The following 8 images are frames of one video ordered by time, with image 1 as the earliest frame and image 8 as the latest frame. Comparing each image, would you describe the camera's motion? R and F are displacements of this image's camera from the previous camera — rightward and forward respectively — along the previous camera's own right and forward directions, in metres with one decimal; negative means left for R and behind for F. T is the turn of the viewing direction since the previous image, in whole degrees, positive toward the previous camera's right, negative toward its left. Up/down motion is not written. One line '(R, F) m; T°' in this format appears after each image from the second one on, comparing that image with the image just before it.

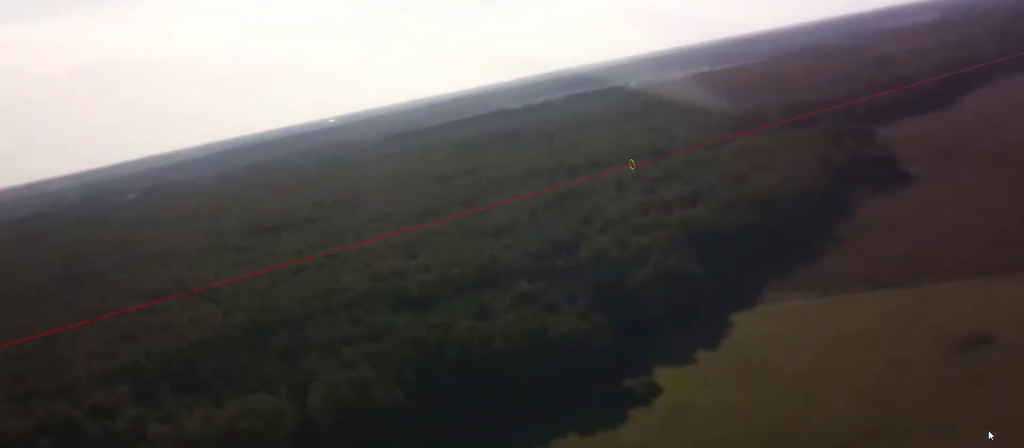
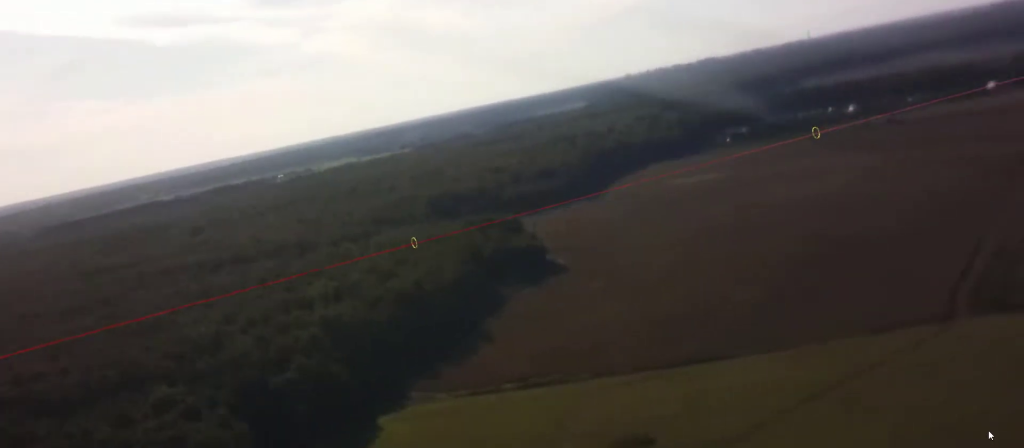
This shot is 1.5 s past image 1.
(+2.4, +21.1) m; +14°
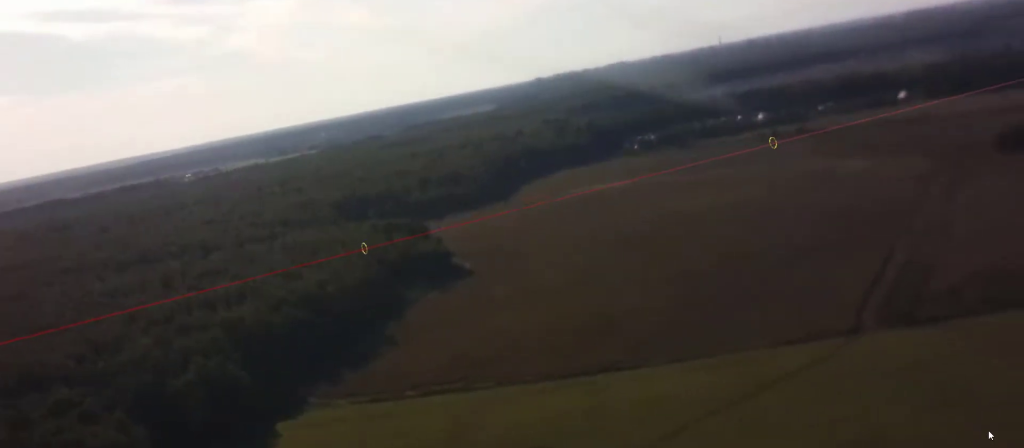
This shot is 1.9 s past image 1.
(+0.3, +6.7) m; +4°
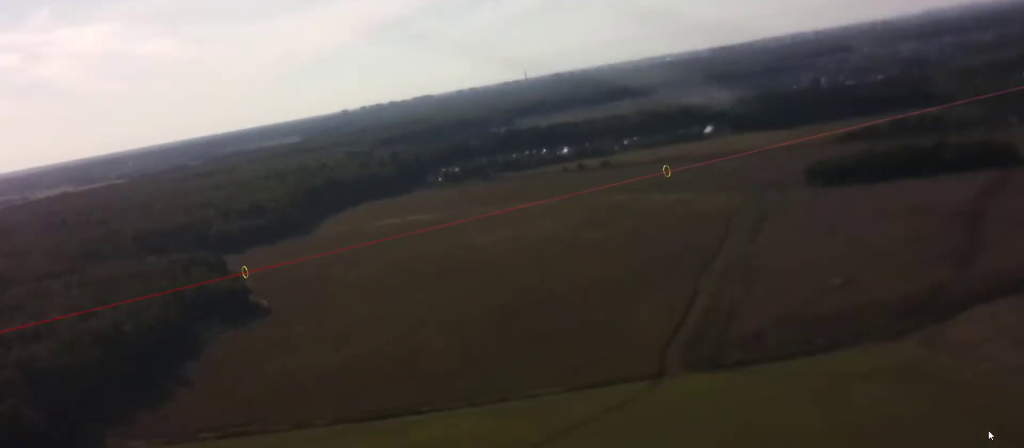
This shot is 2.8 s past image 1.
(+0.7, +12.2) m; +5°
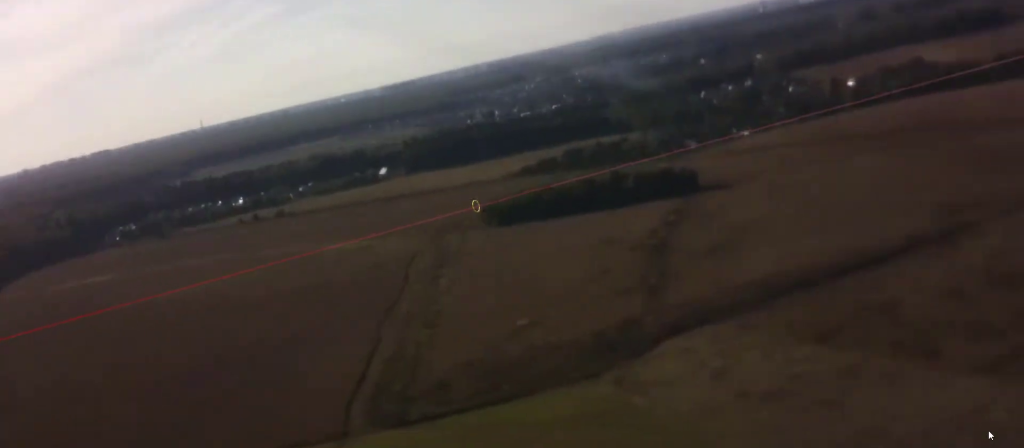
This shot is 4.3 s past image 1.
(+1.7, +20.9) m; +10°
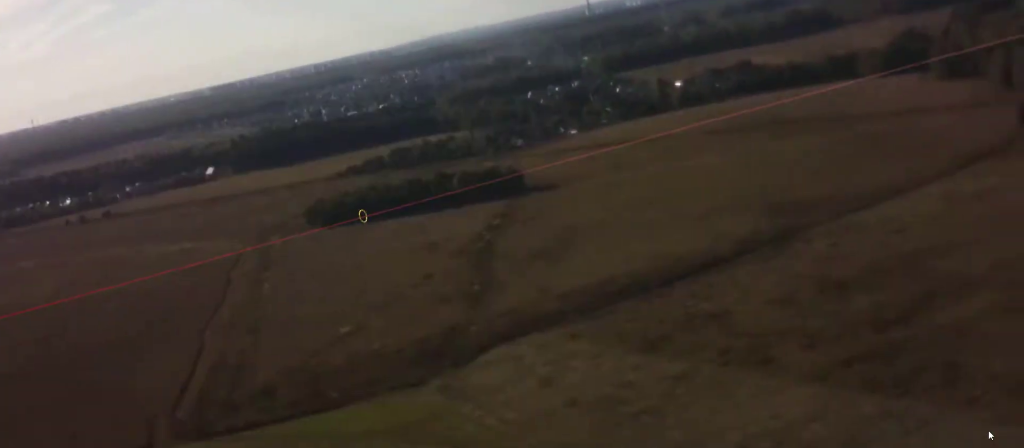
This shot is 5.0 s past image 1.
(+0.4, +9.4) m; +5°
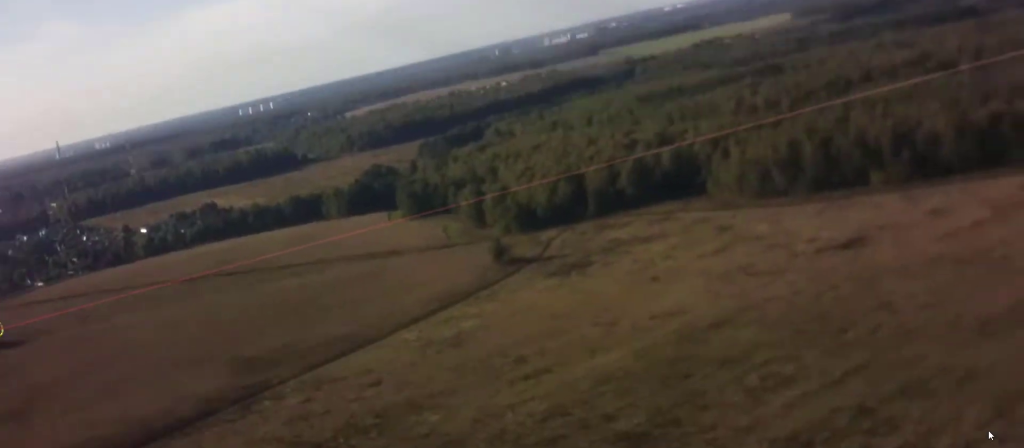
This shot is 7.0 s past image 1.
(+4.2, +29.0) m; +17°
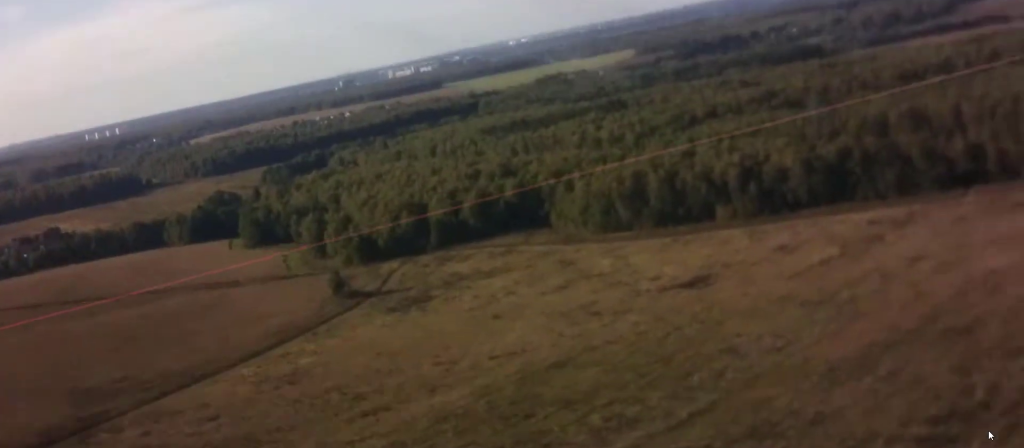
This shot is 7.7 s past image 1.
(+0.5, +10.5) m; +5°
